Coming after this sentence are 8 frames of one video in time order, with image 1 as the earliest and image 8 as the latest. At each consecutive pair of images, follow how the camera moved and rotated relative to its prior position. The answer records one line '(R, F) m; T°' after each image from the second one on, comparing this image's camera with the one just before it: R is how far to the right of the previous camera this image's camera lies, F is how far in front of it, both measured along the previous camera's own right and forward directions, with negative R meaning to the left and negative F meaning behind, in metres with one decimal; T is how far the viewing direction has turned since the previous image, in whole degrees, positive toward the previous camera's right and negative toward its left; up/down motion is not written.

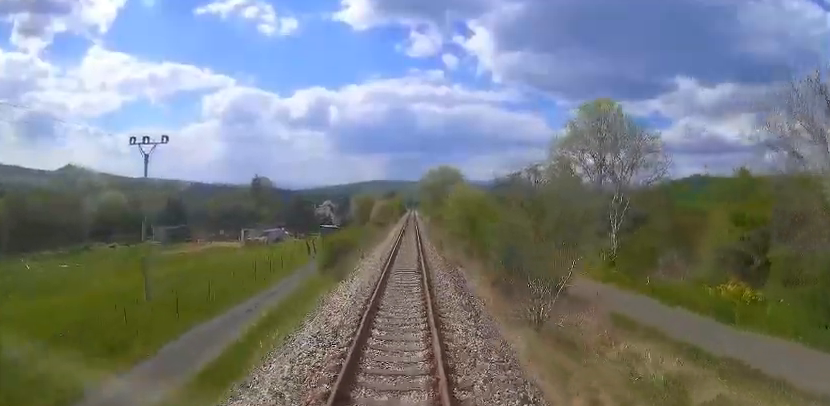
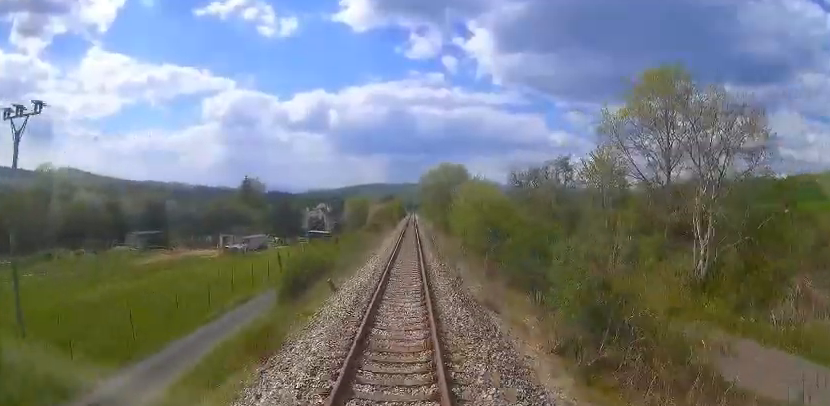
(0.0, +10.7) m; 0°
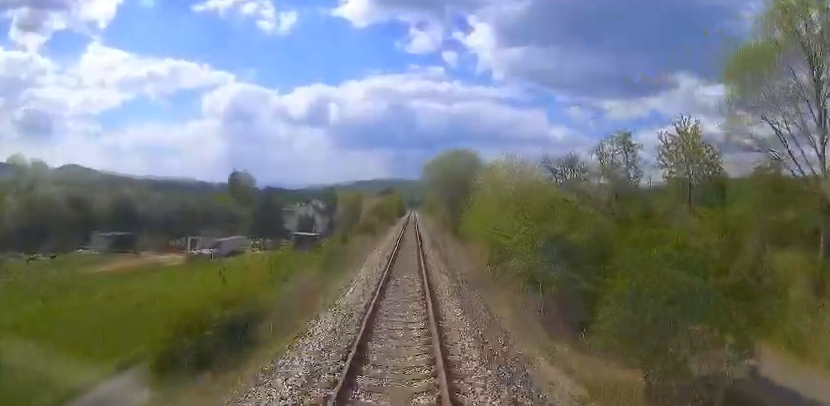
(0.0, +12.4) m; 0°
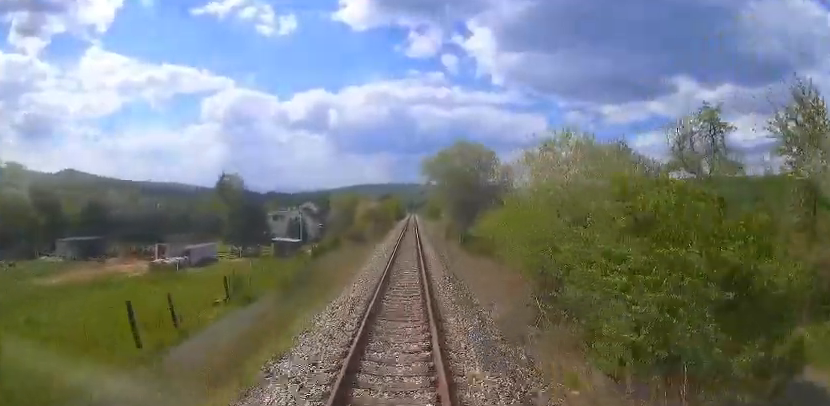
(-0.1, +9.7) m; 0°
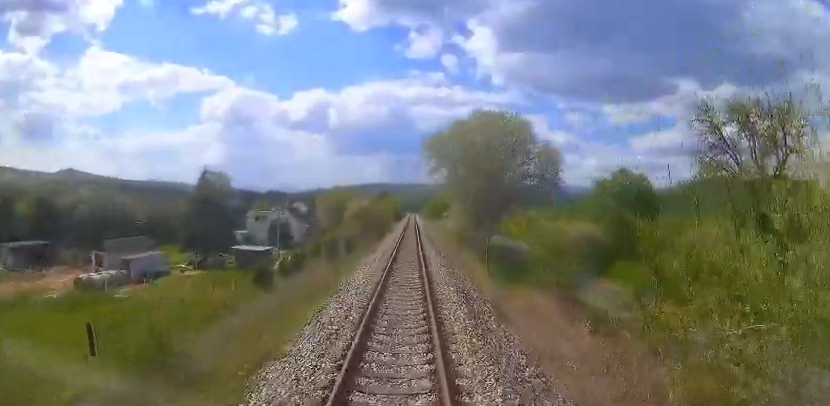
(+0.1, +13.8) m; +1°
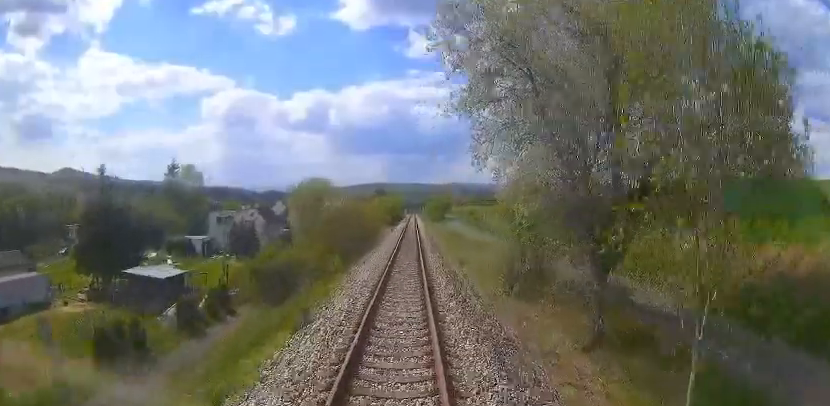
(0.0, +19.4) m; 0°
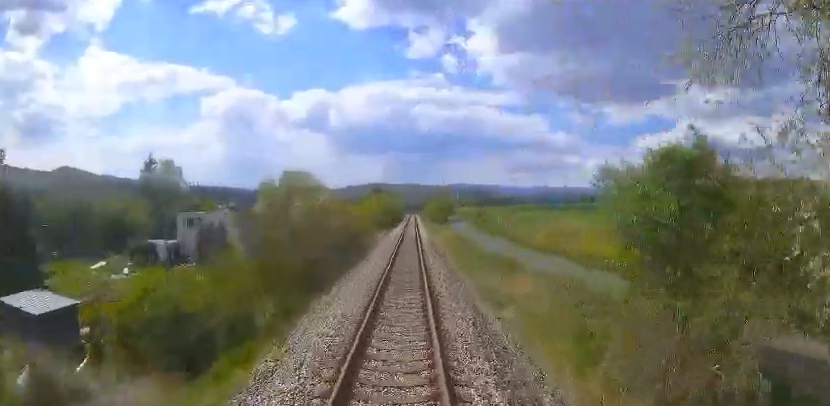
(+0.1, +11.4) m; +1°
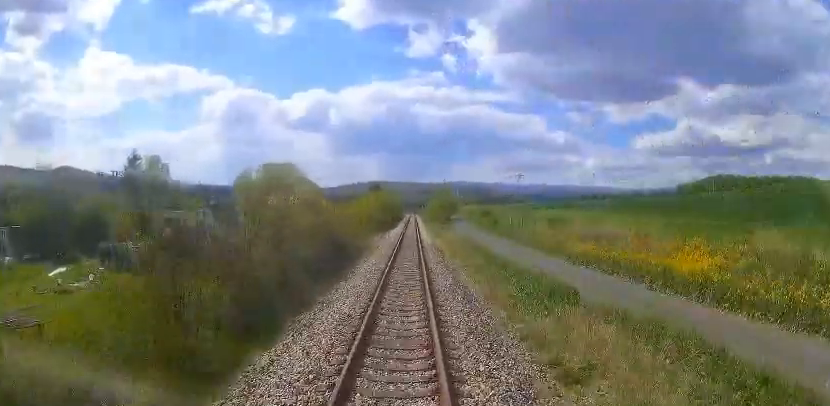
(0.0, +7.1) m; 0°
